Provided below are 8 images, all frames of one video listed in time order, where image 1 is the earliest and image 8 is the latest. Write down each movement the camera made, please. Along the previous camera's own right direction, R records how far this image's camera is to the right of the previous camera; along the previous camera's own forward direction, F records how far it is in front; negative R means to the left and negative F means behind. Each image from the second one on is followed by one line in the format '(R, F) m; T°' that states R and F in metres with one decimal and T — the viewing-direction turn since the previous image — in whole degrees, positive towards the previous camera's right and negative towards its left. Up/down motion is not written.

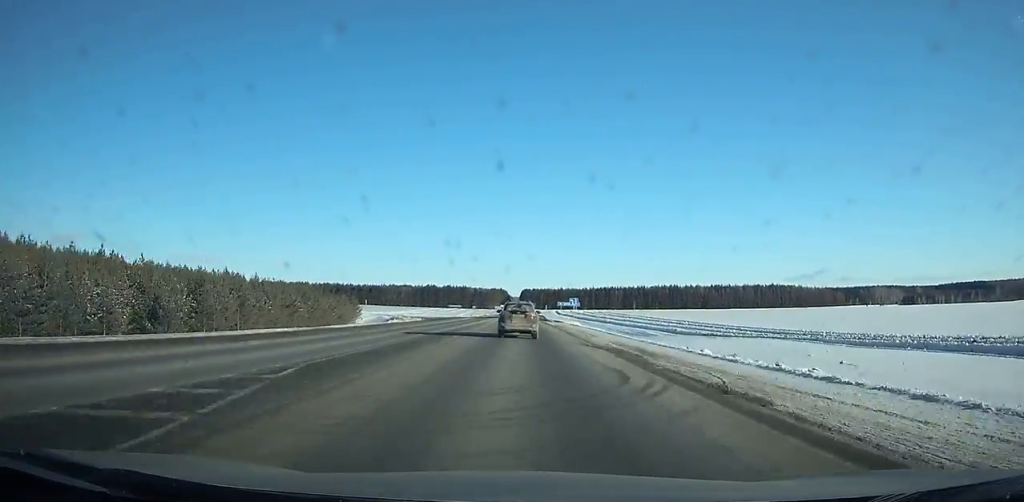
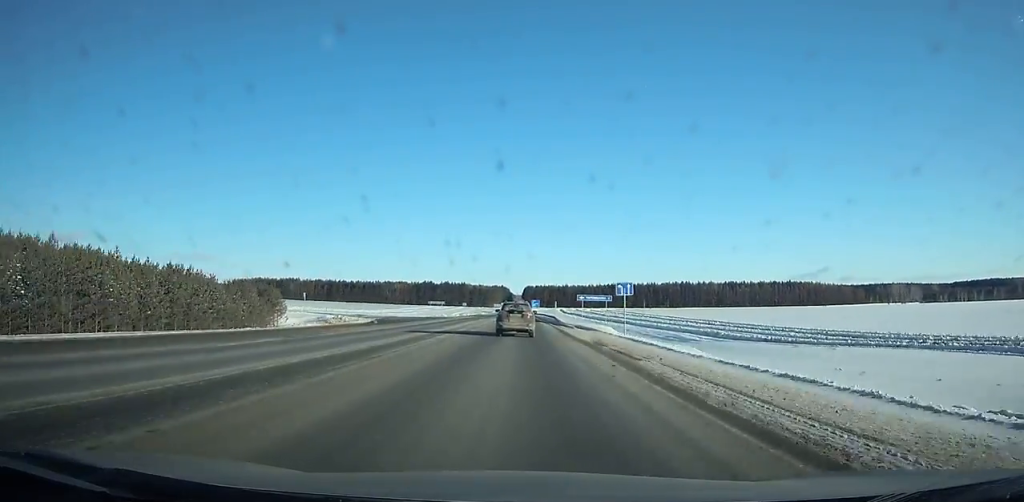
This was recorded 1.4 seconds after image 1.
(0.0, +35.9) m; 0°
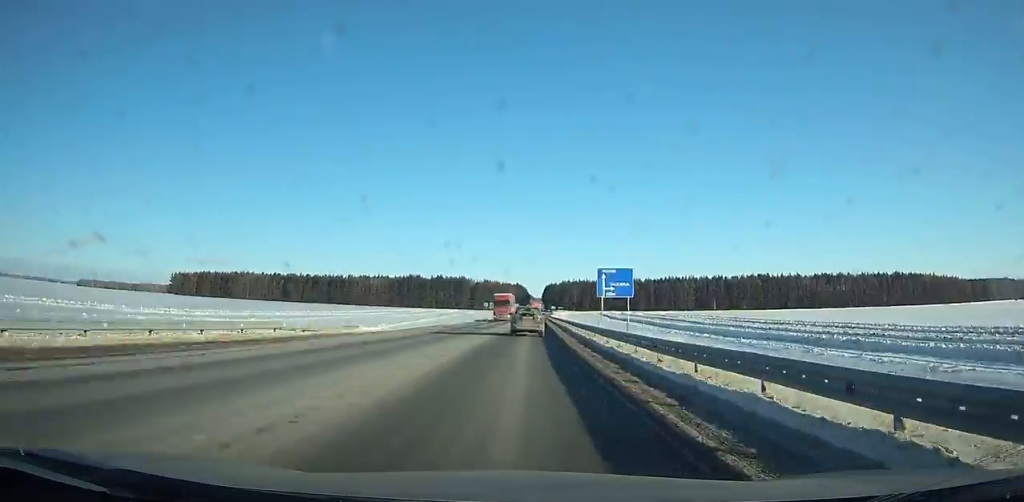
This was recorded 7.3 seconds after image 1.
(-1.9, +148.6) m; -1°
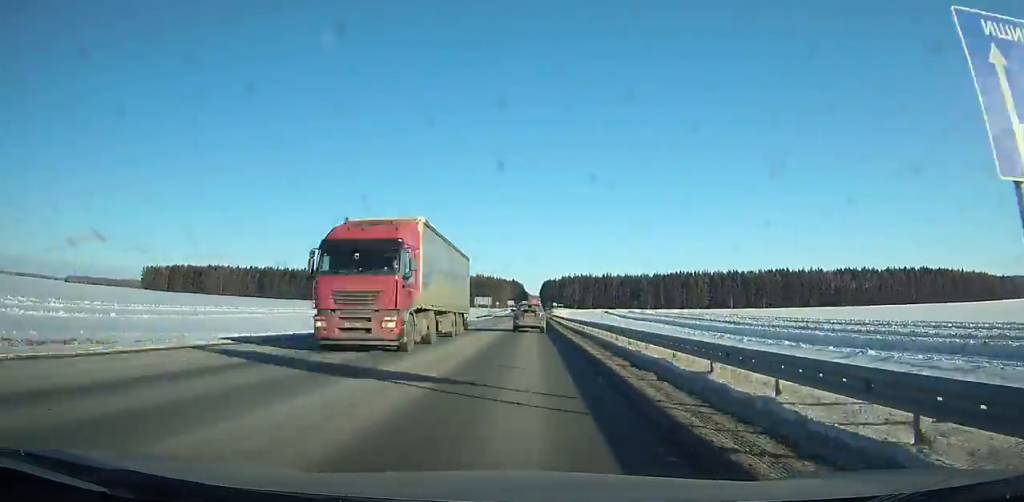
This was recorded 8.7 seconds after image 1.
(0.0, +34.9) m; 0°
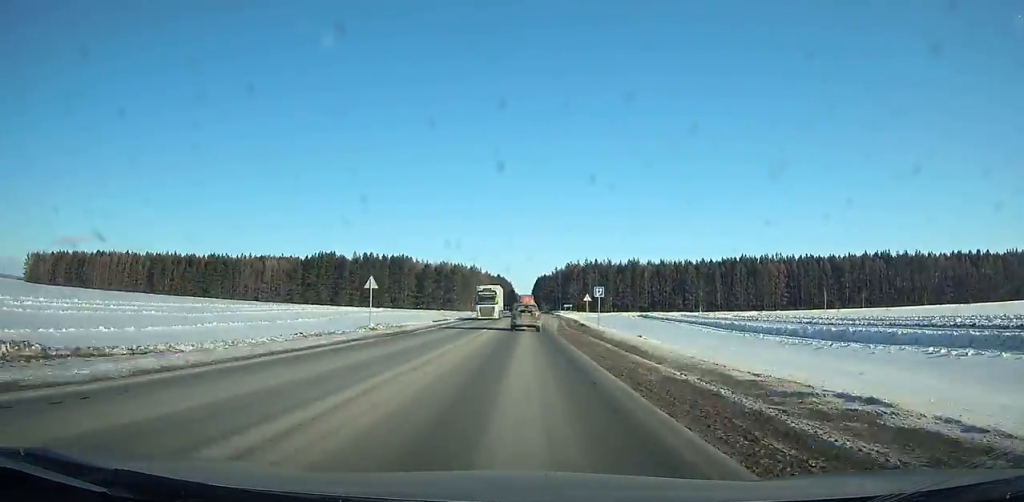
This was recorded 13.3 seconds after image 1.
(+0.4, +114.3) m; 0°
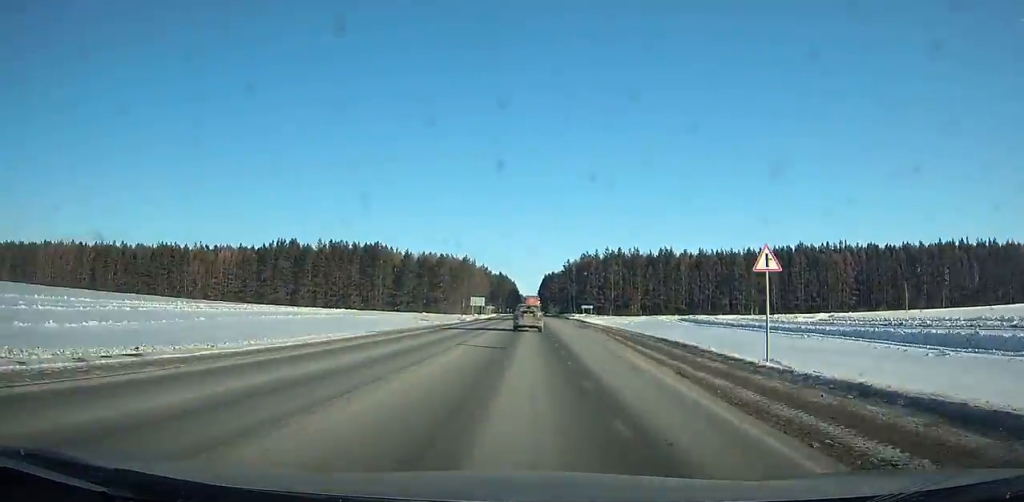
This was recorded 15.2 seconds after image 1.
(0.0, +46.8) m; 0°
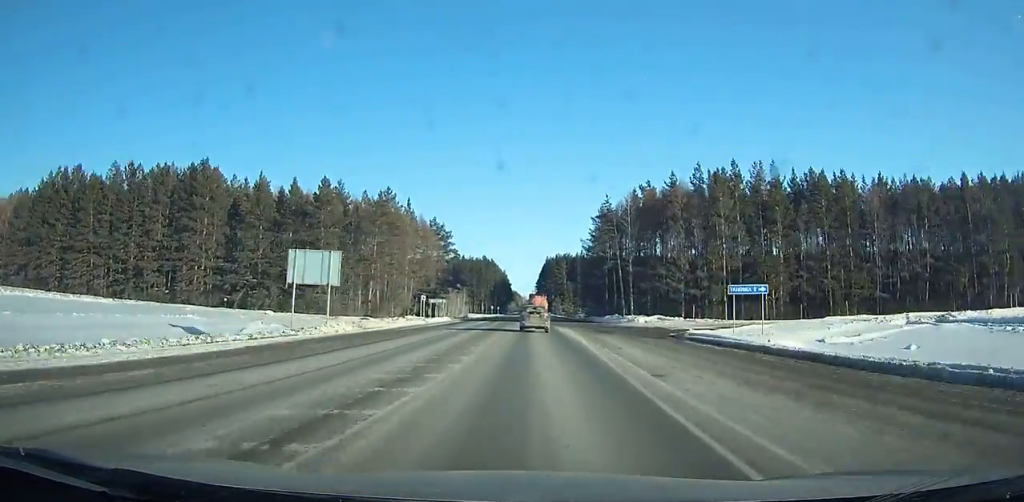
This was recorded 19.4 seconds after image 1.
(0.0, +102.2) m; 0°
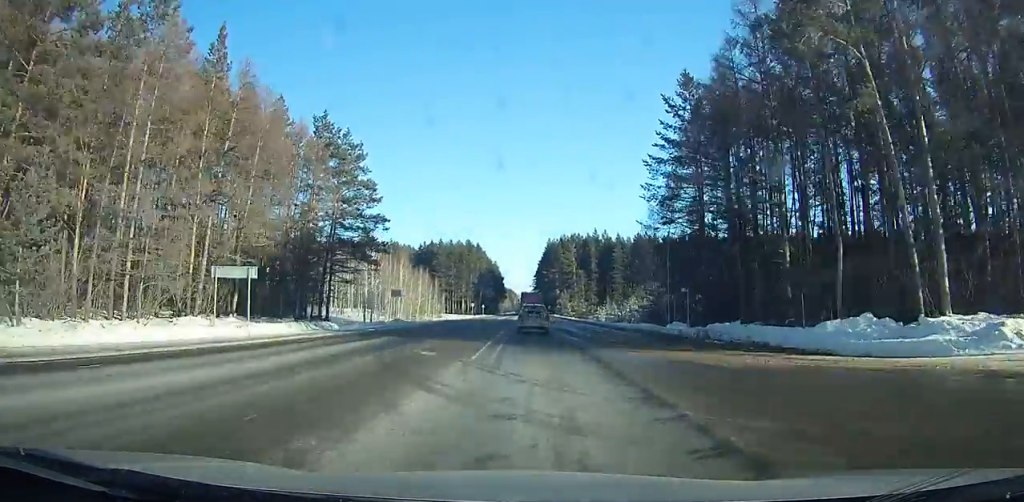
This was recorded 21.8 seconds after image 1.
(0.0, +57.4) m; 0°
